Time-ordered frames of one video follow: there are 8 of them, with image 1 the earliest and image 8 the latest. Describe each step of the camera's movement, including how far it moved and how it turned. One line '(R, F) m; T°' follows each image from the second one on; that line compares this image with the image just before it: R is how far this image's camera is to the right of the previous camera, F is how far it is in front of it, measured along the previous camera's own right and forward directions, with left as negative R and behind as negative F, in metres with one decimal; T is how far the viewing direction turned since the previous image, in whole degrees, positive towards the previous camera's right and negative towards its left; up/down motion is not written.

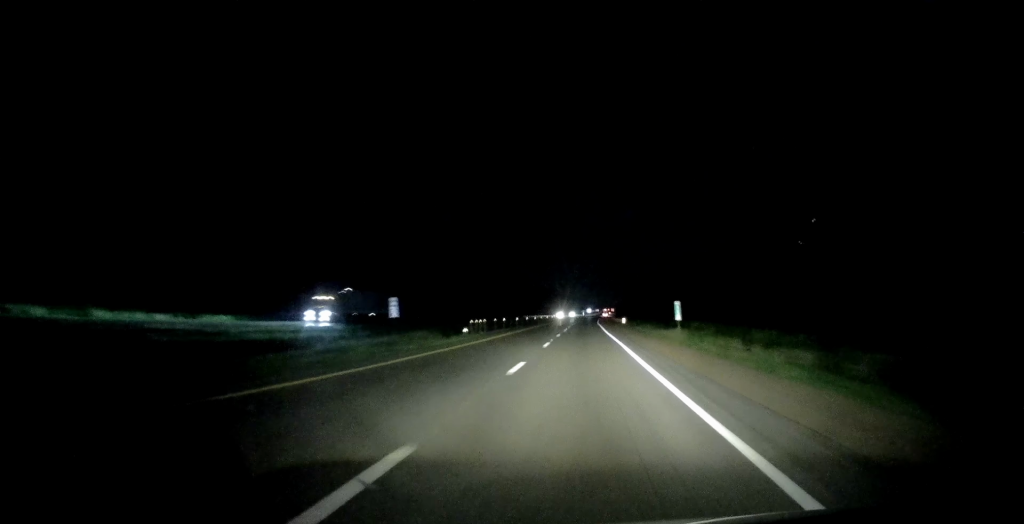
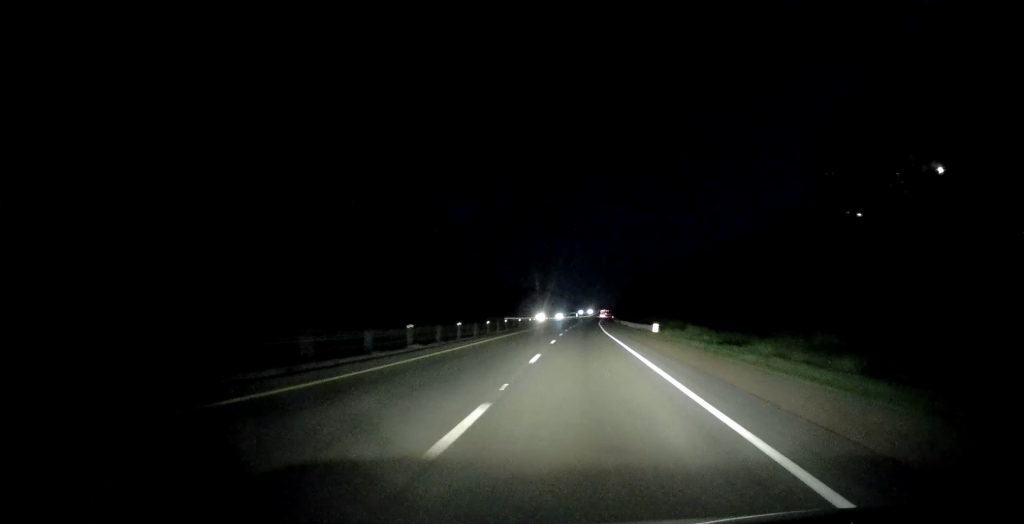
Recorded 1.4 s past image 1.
(0.0, +45.0) m; +1°
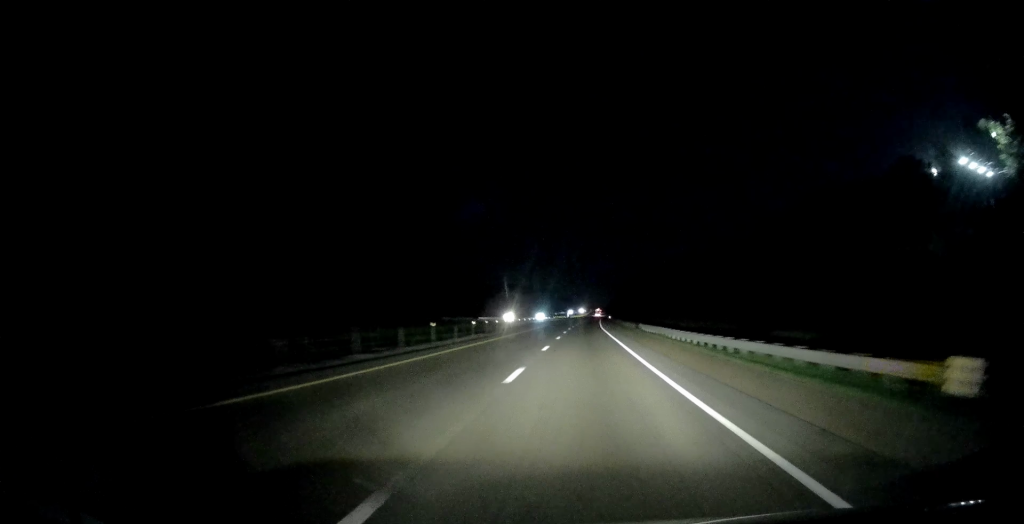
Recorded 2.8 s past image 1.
(+0.2, +41.9) m; 0°
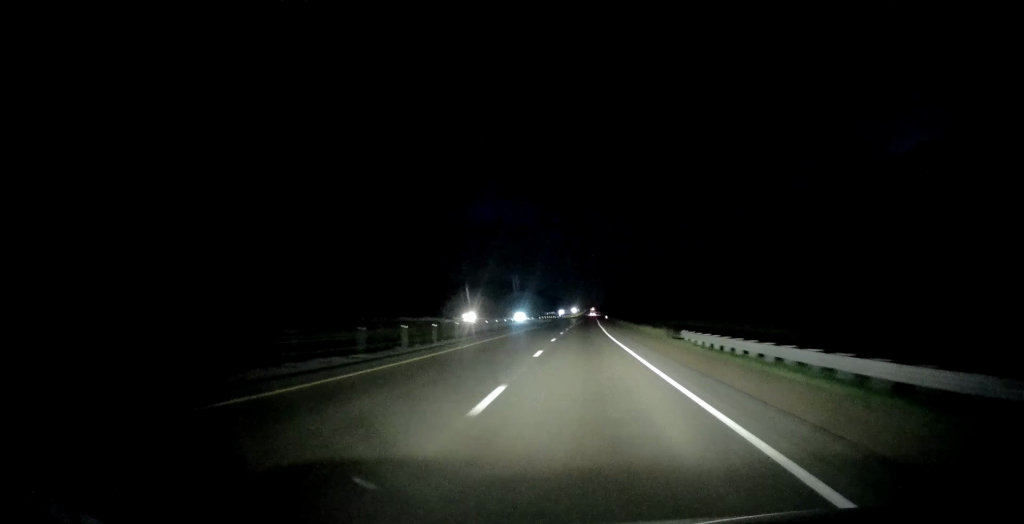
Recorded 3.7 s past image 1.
(+0.1, +28.2) m; 0°
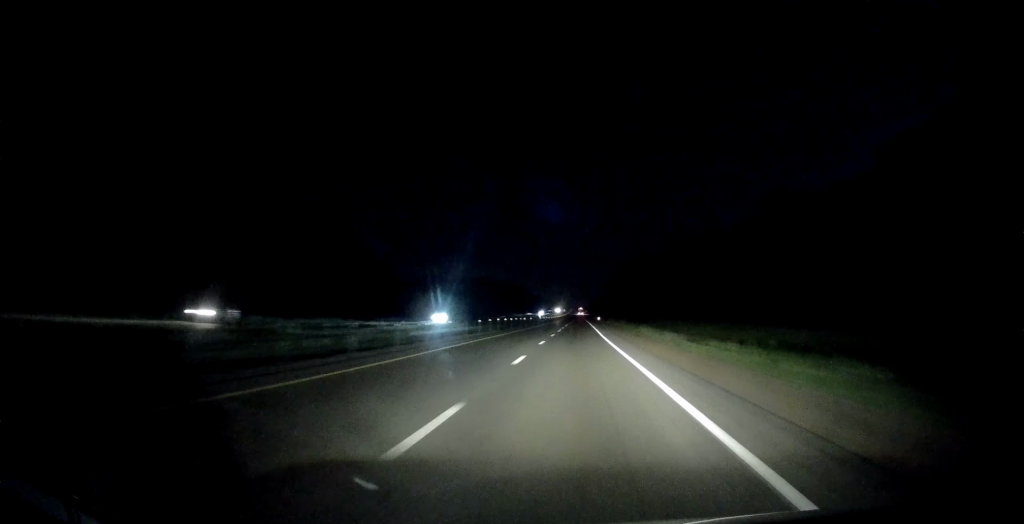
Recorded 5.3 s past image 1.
(+0.4, +51.2) m; +1°
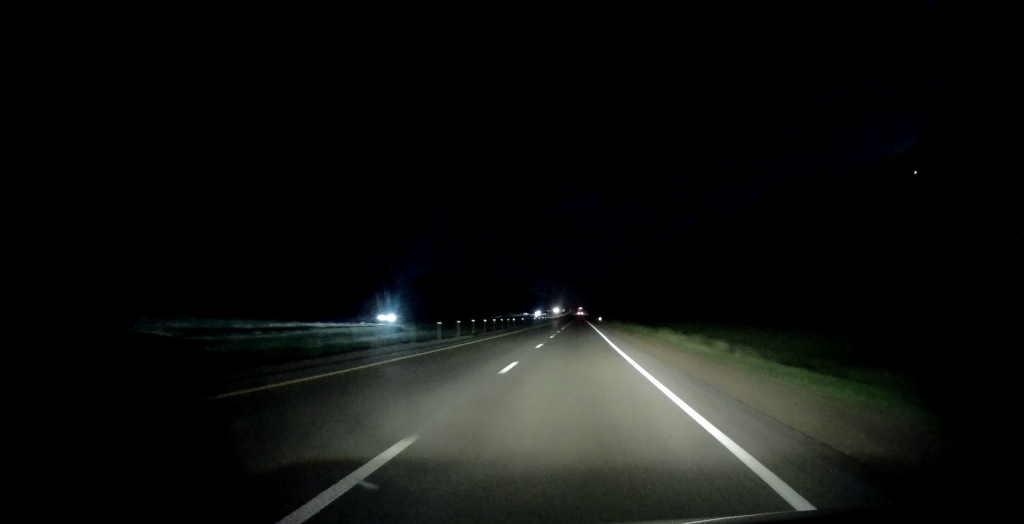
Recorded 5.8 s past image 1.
(+0.2, +14.7) m; +1°
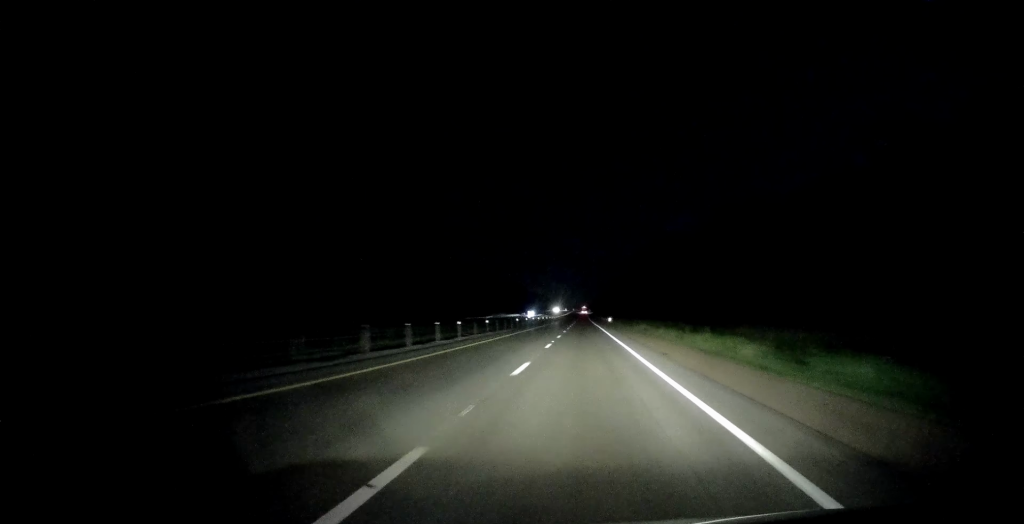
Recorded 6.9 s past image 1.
(+0.7, +36.7) m; +1°
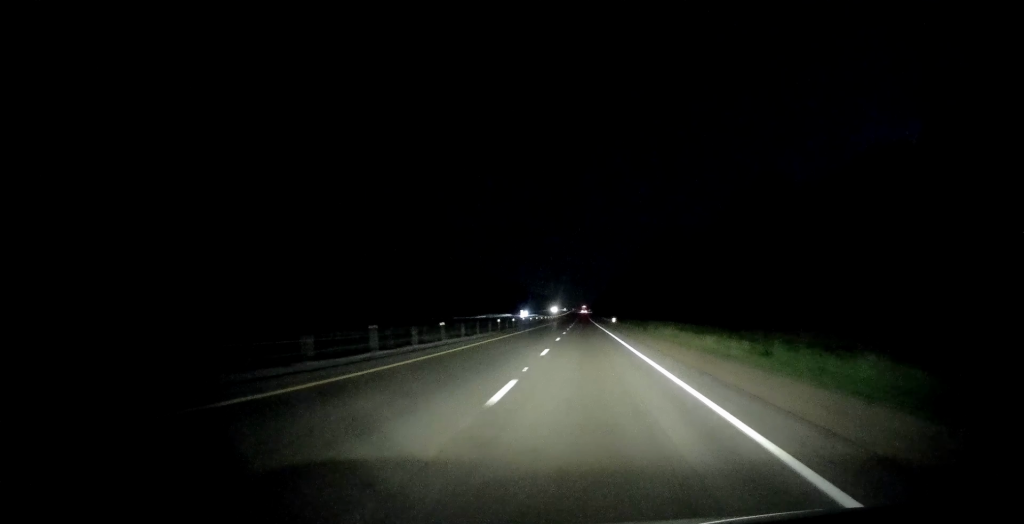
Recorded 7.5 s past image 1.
(-0.1, +16.8) m; 0°
